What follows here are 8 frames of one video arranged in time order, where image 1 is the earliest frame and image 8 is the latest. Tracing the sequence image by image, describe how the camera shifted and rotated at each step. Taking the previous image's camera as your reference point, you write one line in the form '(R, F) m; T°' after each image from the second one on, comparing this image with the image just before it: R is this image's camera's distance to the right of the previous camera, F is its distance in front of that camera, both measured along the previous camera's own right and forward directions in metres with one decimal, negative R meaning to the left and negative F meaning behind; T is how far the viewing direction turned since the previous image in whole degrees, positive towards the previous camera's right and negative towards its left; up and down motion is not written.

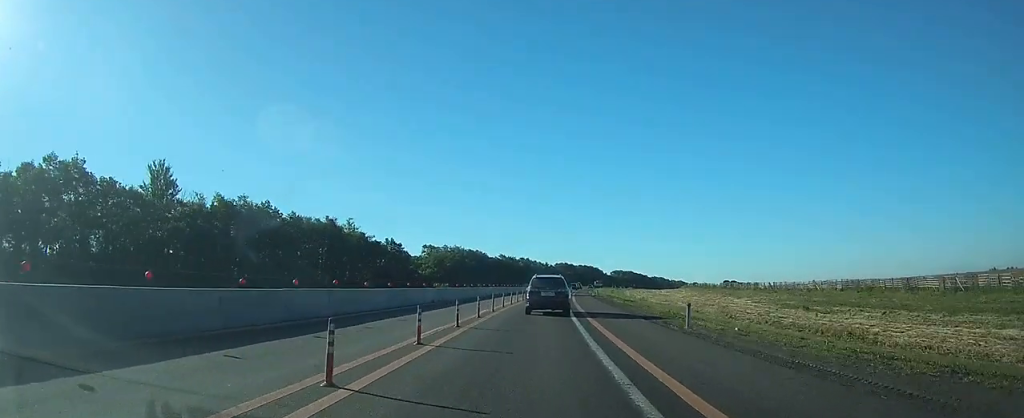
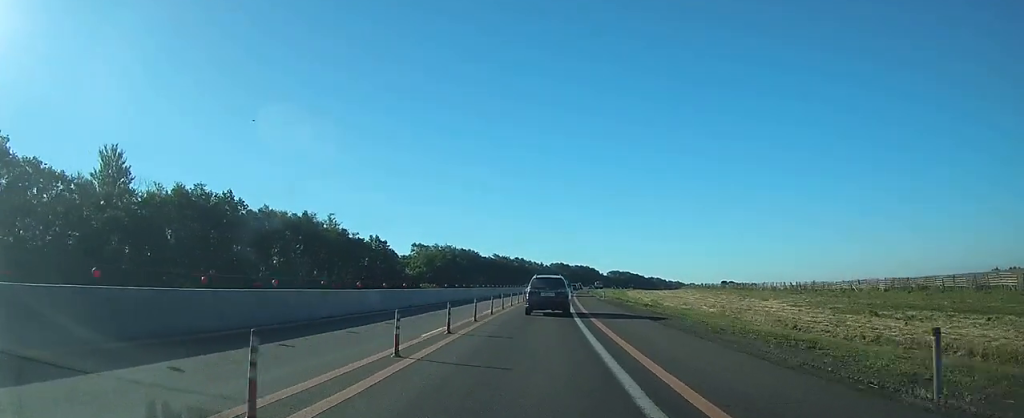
(0.0, +11.9) m; 0°
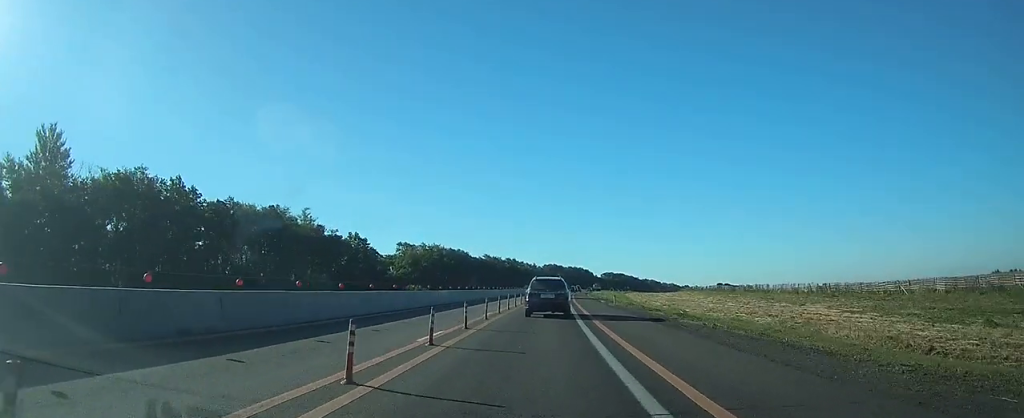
(+0.1, +12.6) m; +1°
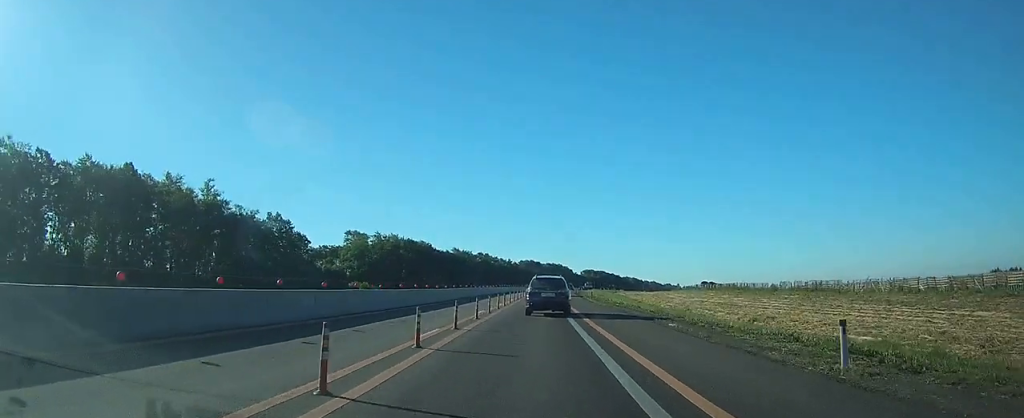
(+0.5, +35.8) m; +1°
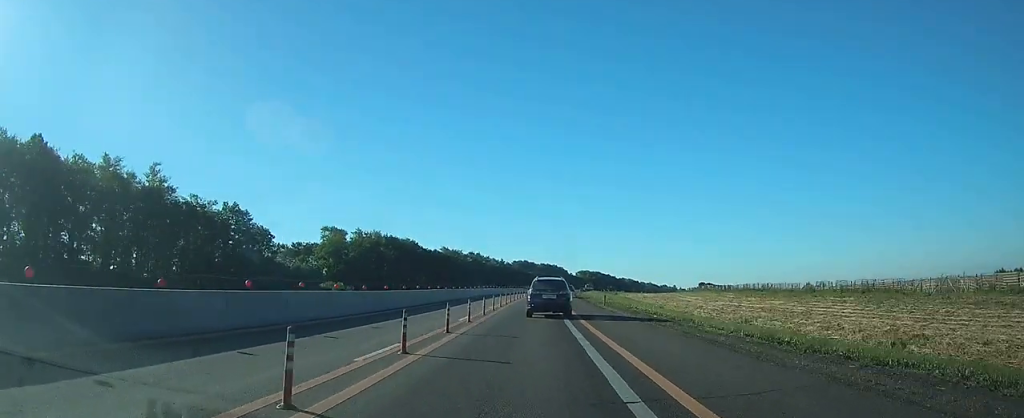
(0.0, +15.9) m; 0°
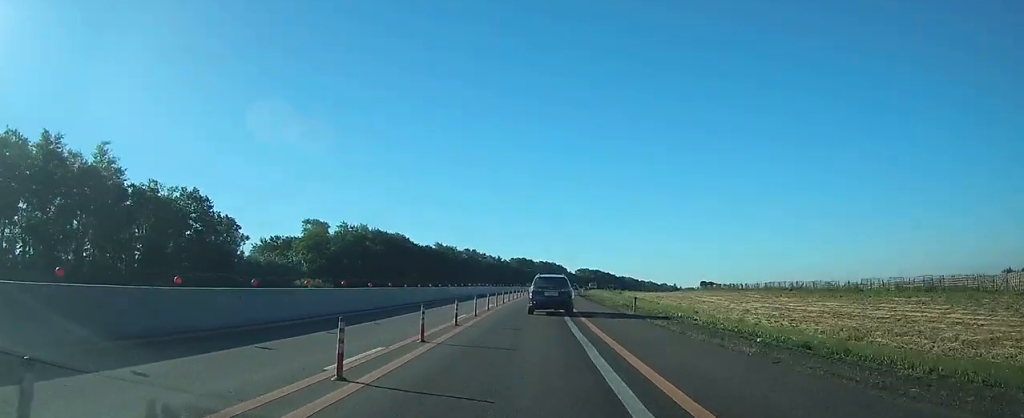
(+0.1, +13.2) m; 0°
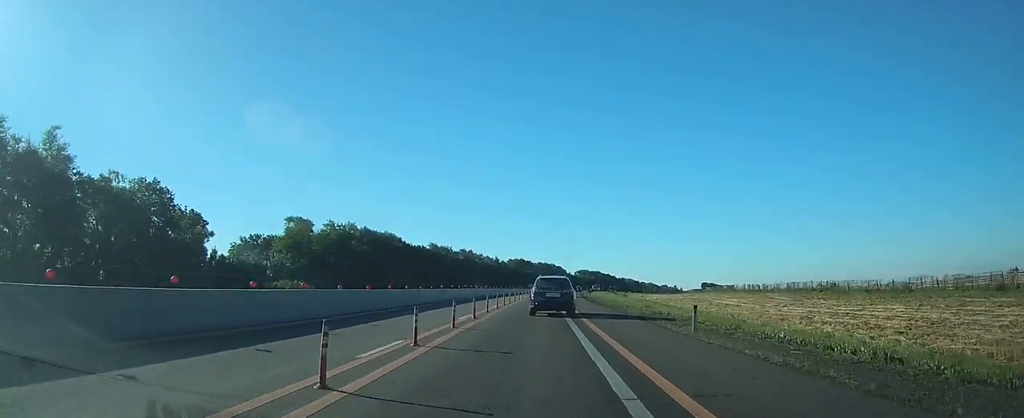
(0.0, +10.6) m; 0°
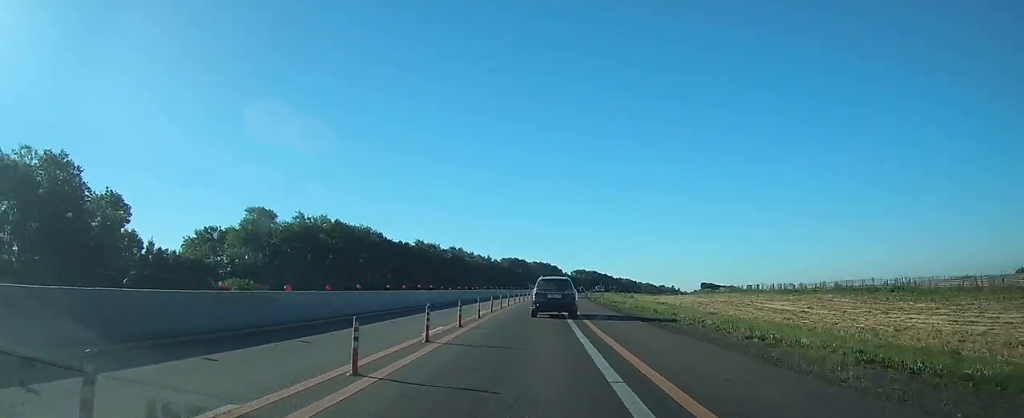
(+0.1, +18.5) m; 0°
